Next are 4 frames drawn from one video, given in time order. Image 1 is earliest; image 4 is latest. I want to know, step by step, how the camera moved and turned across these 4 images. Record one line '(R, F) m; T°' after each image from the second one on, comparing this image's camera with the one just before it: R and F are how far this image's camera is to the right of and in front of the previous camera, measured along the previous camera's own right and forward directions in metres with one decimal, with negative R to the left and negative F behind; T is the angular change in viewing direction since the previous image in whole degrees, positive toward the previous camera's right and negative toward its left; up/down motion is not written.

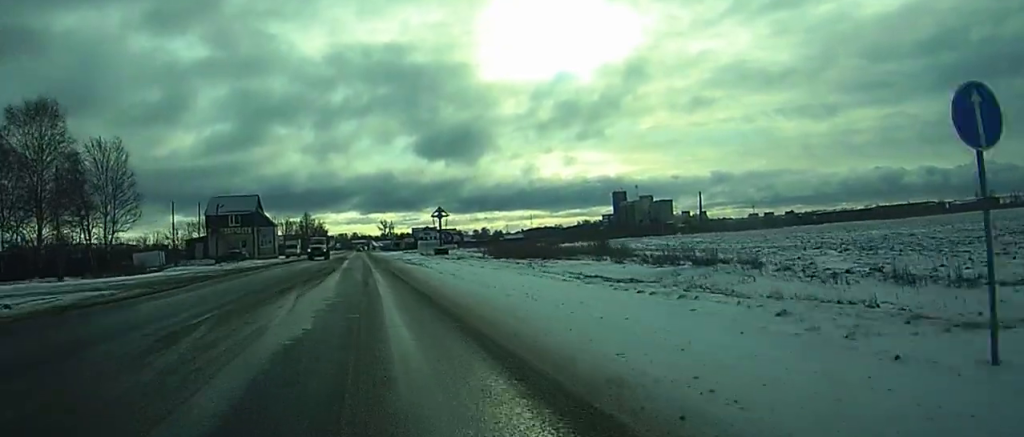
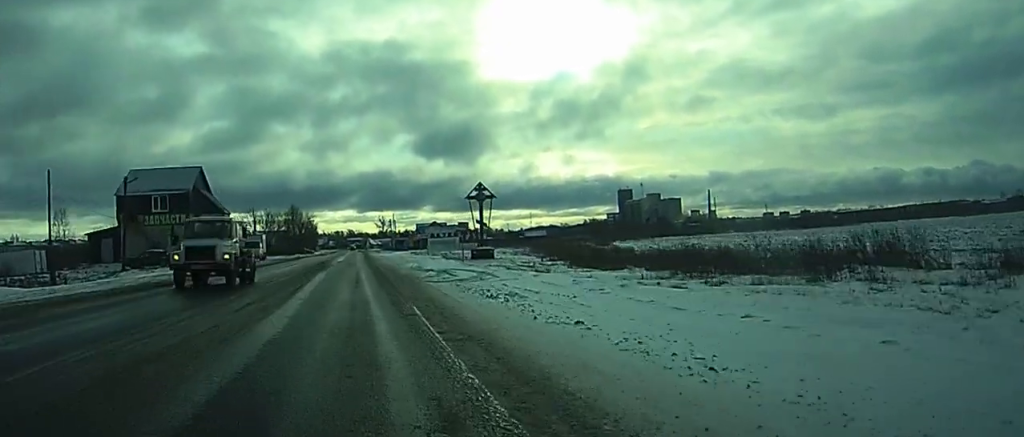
(+0.2, +43.2) m; 0°
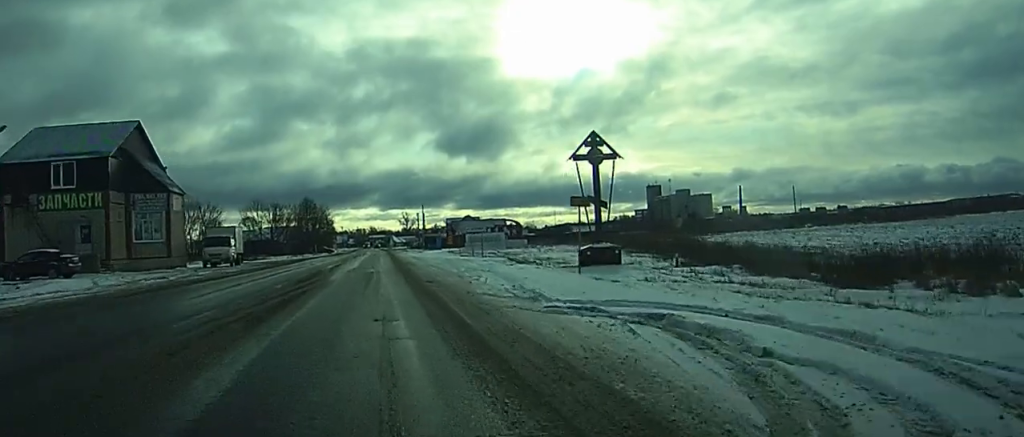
(-0.2, +30.8) m; -1°
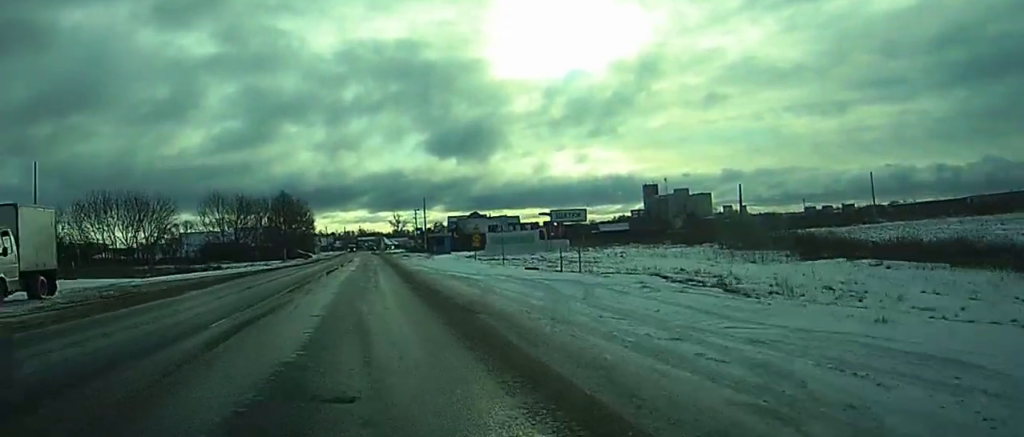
(-0.1, +35.2) m; 0°
